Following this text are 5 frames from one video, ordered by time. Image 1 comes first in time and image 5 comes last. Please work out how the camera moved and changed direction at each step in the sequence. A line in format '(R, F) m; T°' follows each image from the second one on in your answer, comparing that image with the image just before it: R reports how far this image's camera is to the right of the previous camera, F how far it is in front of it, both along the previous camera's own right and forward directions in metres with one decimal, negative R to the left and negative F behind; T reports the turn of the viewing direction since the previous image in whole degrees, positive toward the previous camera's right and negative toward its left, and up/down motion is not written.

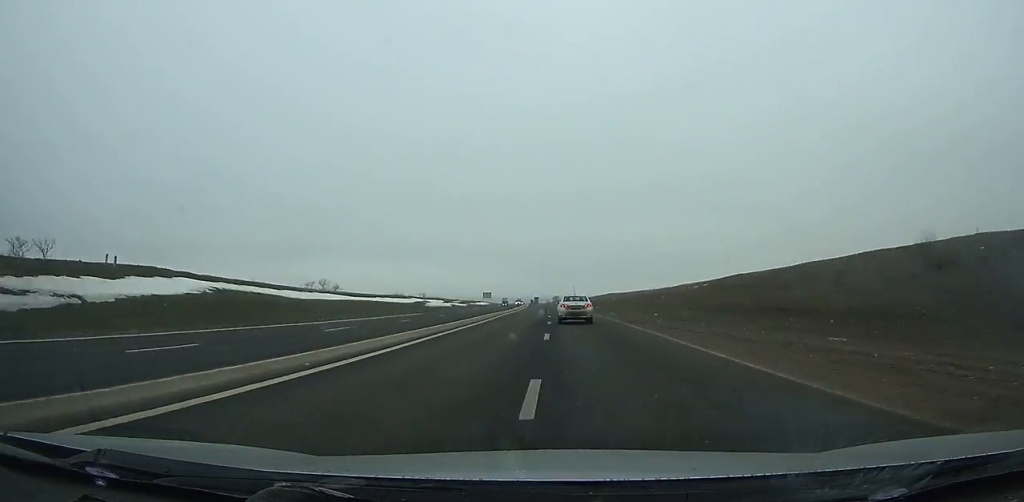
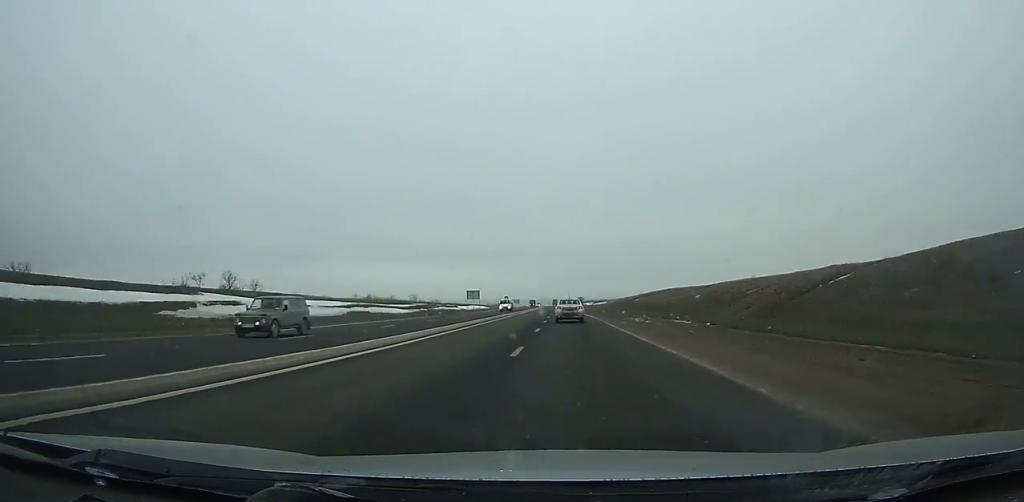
(-1.6, +76.3) m; -2°
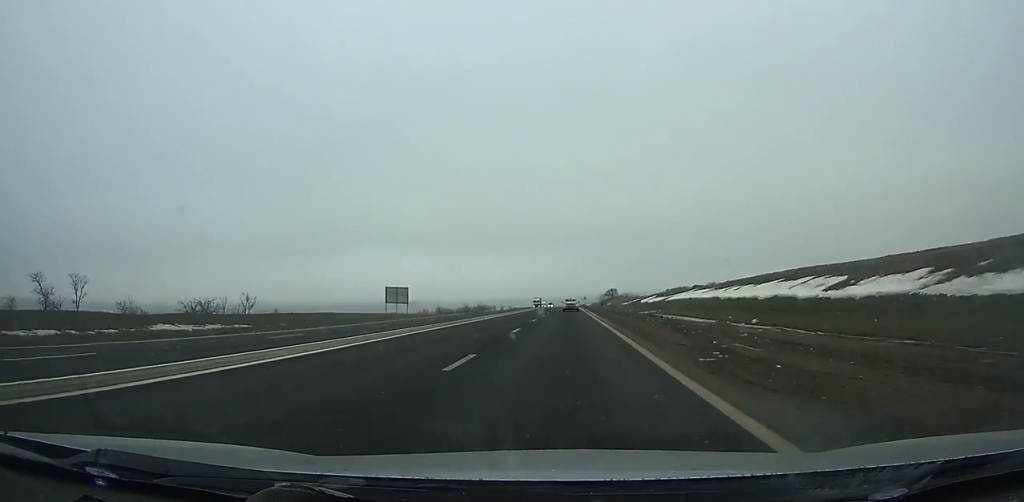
(-3.5, +229.1) m; -1°
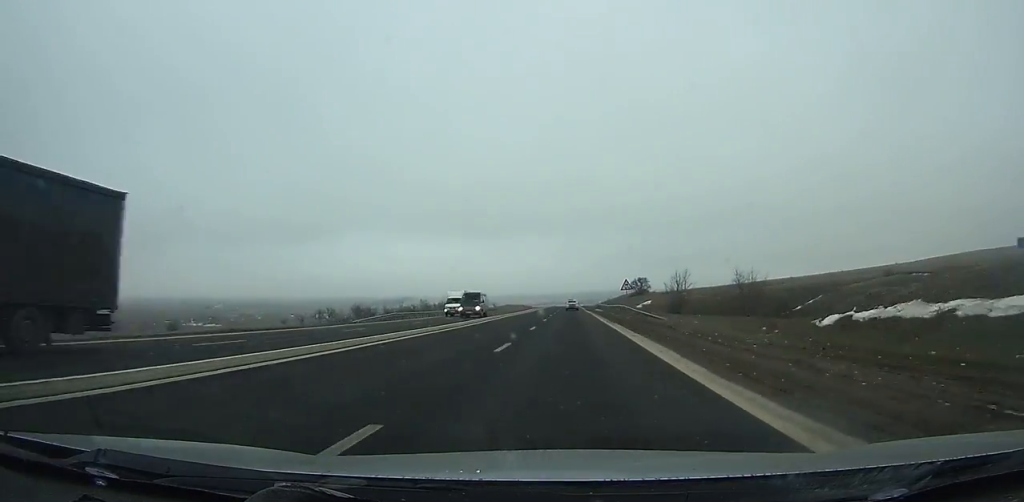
(-0.3, +126.7) m; 0°
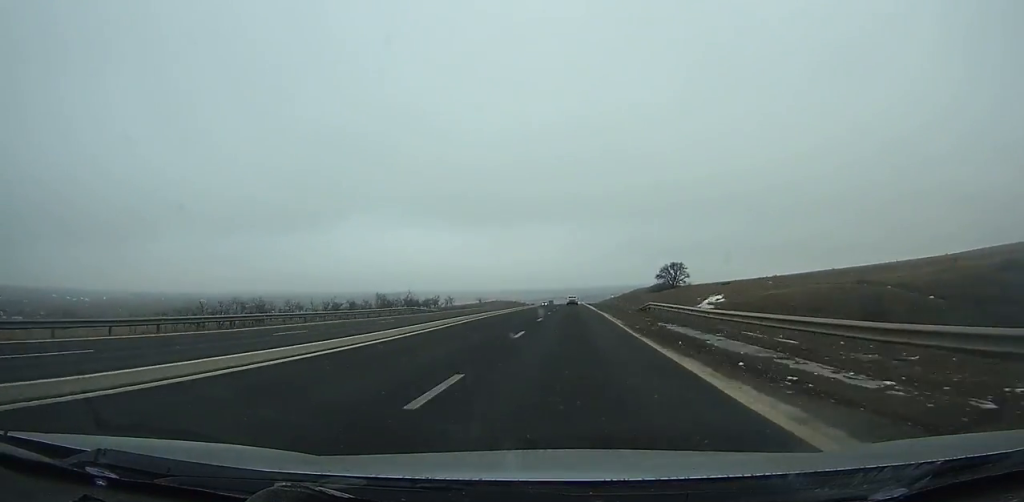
(+0.1, +68.0) m; 0°
